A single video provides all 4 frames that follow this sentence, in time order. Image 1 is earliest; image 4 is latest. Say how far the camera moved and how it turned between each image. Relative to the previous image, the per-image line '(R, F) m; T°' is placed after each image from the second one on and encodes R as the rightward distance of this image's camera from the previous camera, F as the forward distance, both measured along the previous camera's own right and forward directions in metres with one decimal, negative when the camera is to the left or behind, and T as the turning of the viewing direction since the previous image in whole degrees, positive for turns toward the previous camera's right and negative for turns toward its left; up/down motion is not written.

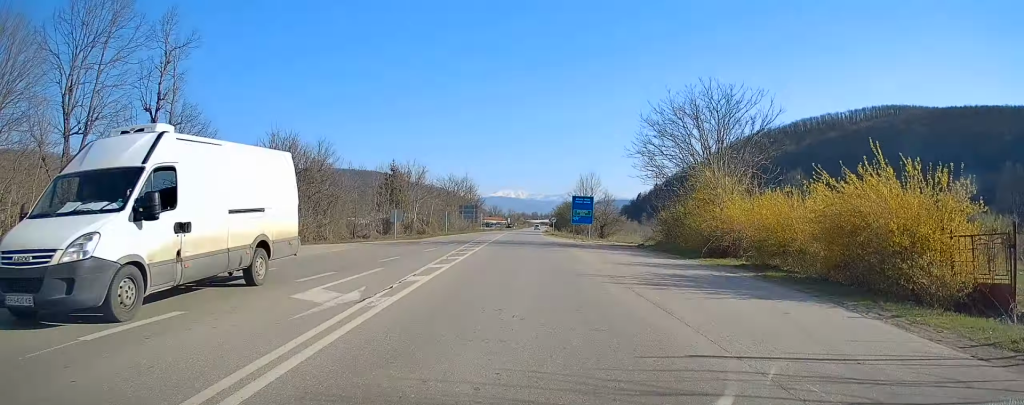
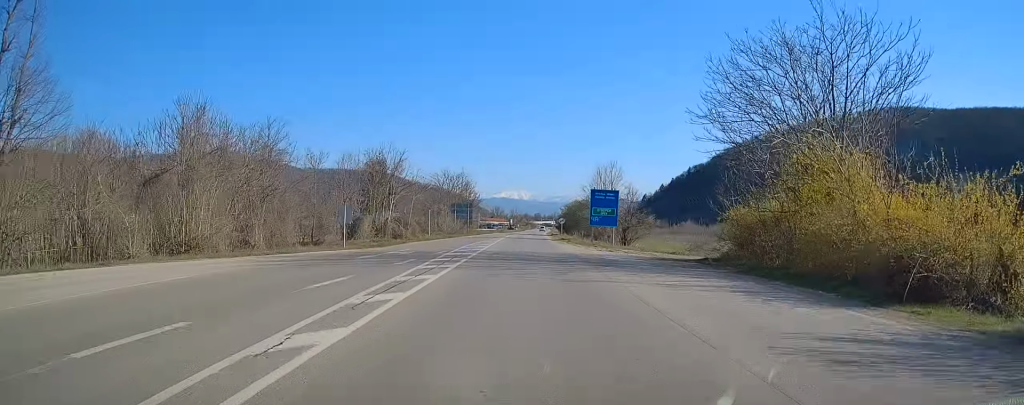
(-0.1, +12.7) m; 0°
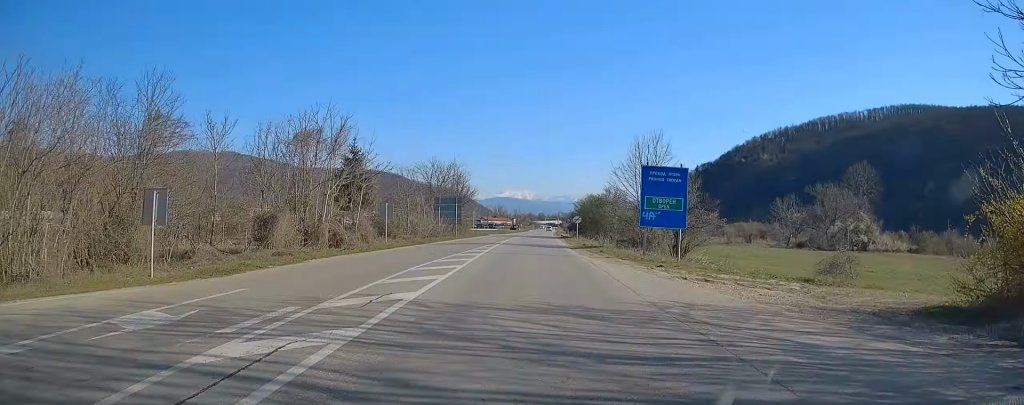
(-0.1, +16.3) m; 0°
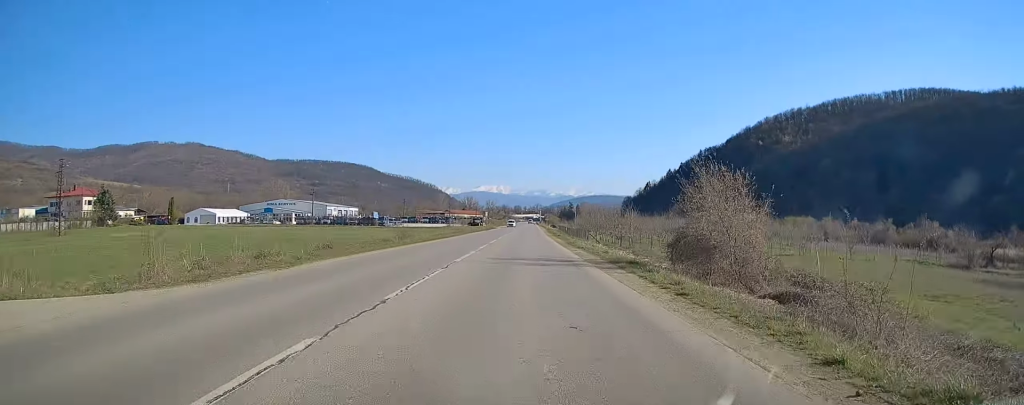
(+1.0, +87.9) m; +1°
